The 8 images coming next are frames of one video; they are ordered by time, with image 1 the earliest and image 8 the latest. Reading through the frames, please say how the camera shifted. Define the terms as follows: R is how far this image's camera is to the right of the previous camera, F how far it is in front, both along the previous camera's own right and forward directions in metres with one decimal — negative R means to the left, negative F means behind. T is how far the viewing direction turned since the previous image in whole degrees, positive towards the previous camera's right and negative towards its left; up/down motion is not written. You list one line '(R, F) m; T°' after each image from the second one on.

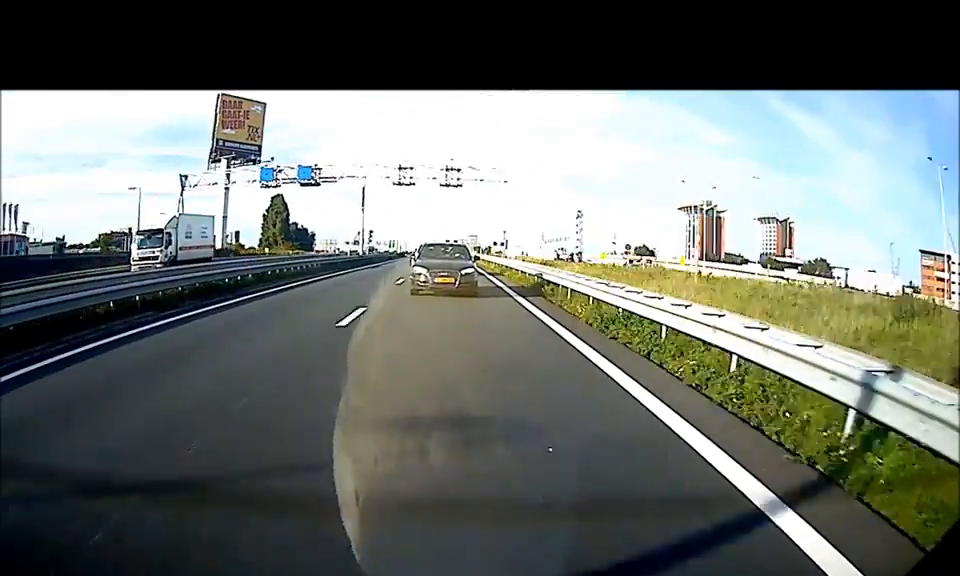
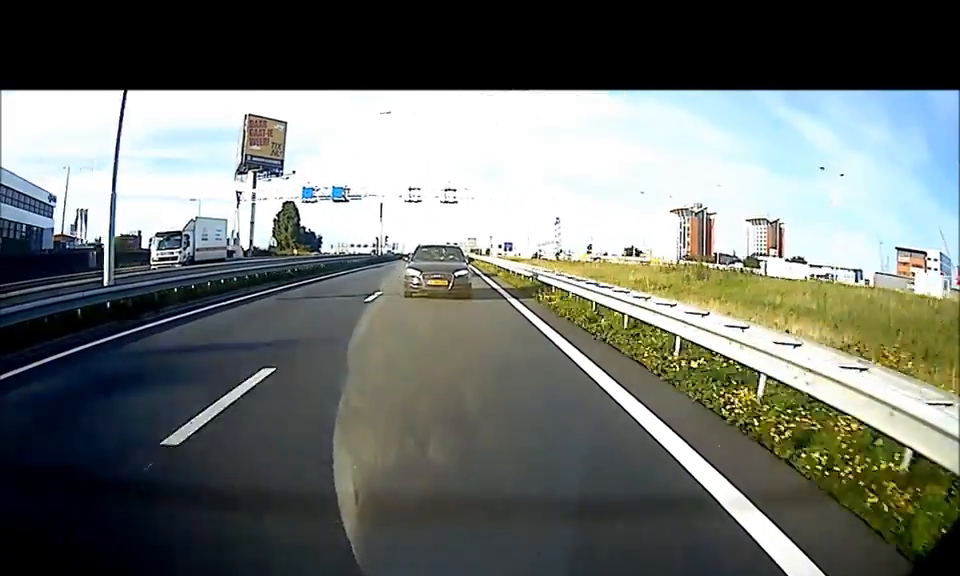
(0.0, +16.8) m; 0°
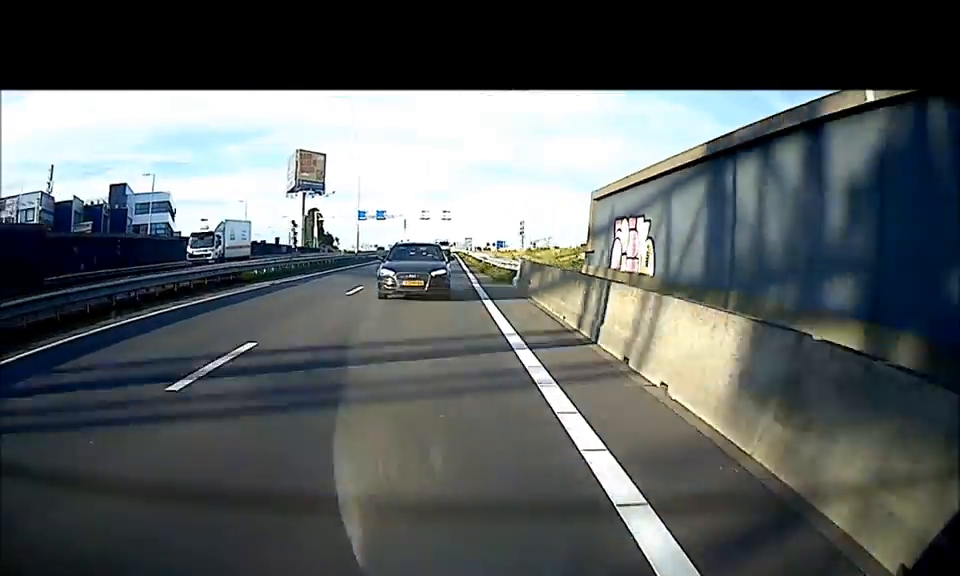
(+0.1, +50.2) m; 0°
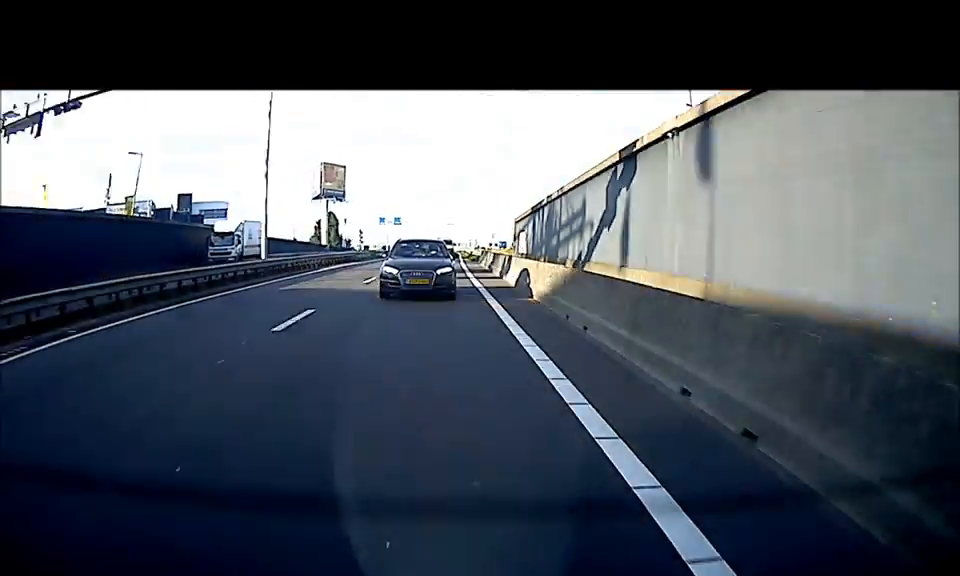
(0.0, +27.8) m; 0°
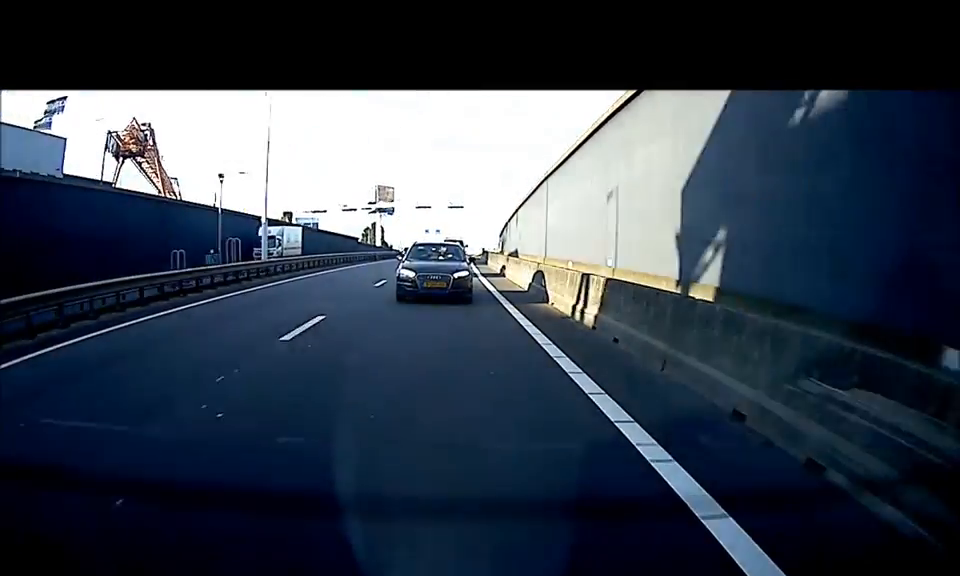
(-0.3, +58.8) m; -2°
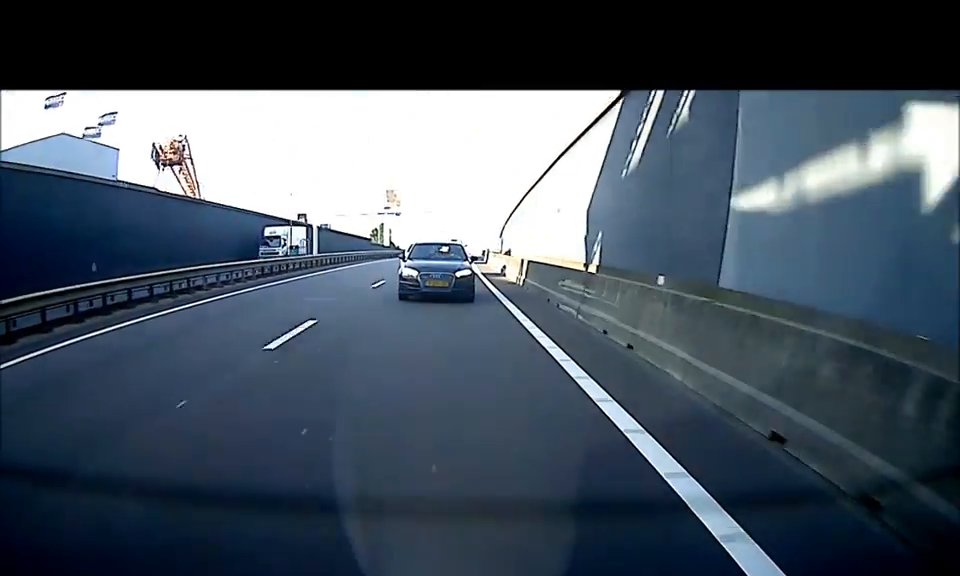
(-0.2, +11.9) m; -1°
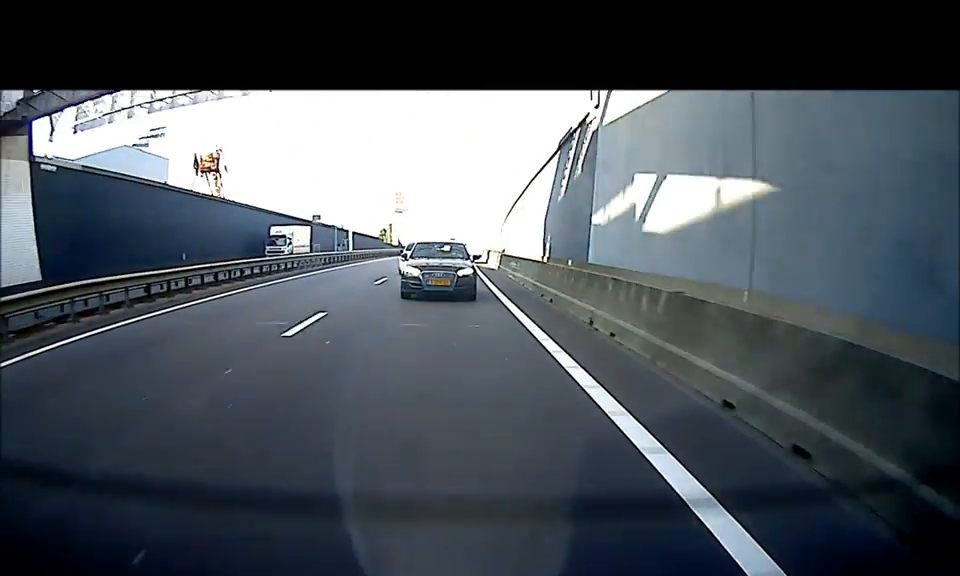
(-0.1, +12.9) m; -1°
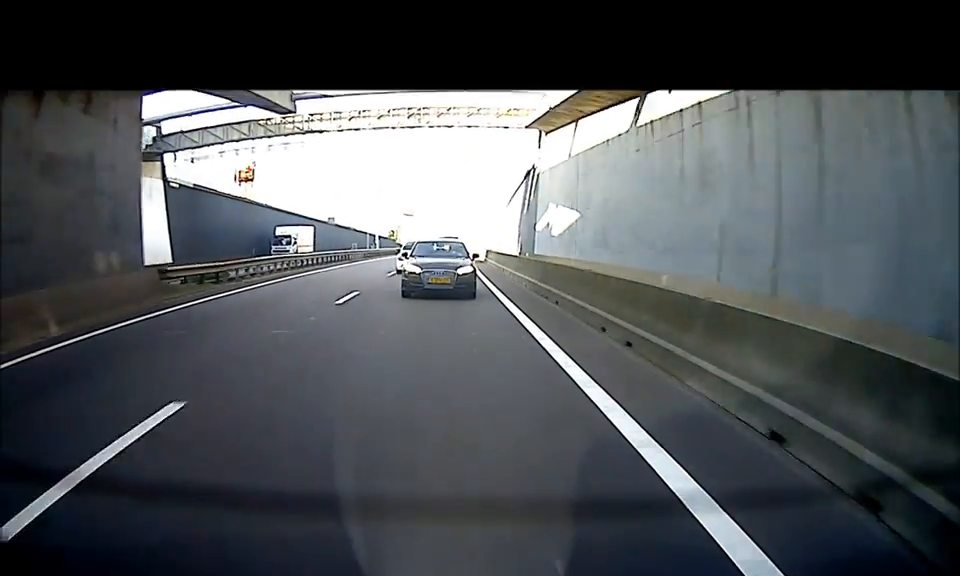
(0.0, +16.6) m; -1°
